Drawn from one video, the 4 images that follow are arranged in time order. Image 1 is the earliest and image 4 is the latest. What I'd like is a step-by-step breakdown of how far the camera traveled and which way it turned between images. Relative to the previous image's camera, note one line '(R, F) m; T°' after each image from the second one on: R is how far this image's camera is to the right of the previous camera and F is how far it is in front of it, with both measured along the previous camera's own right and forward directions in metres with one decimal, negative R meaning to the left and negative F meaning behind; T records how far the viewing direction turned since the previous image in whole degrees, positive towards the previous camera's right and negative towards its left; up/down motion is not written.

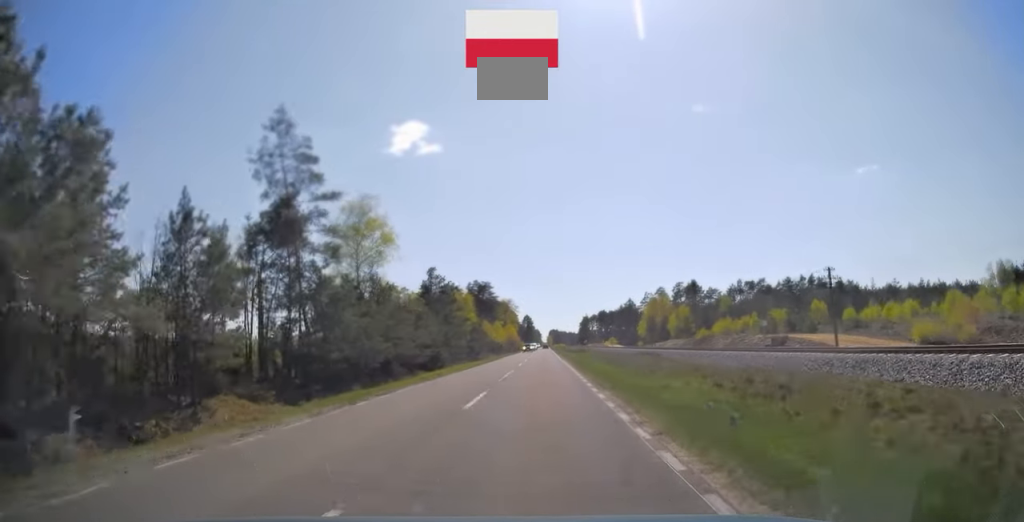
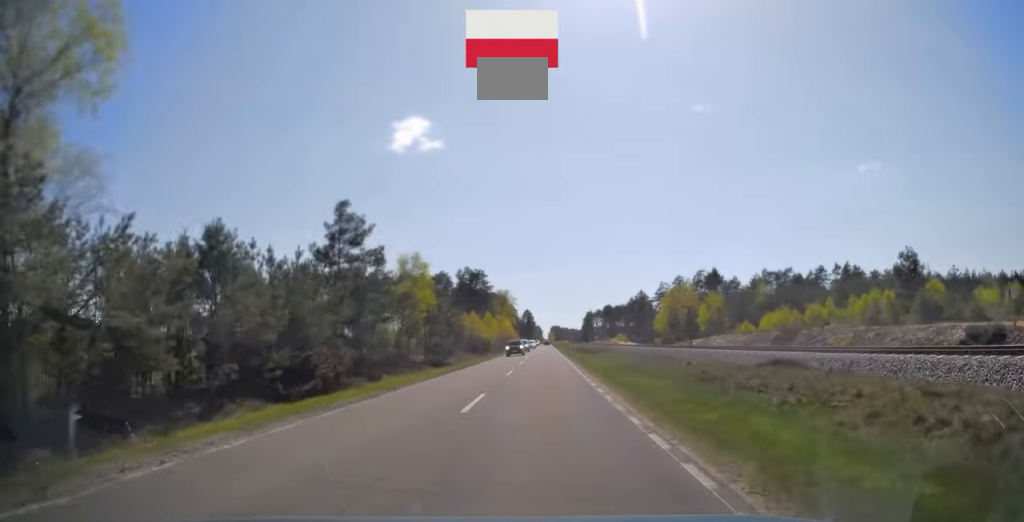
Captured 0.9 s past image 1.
(0.0, +25.0) m; 0°
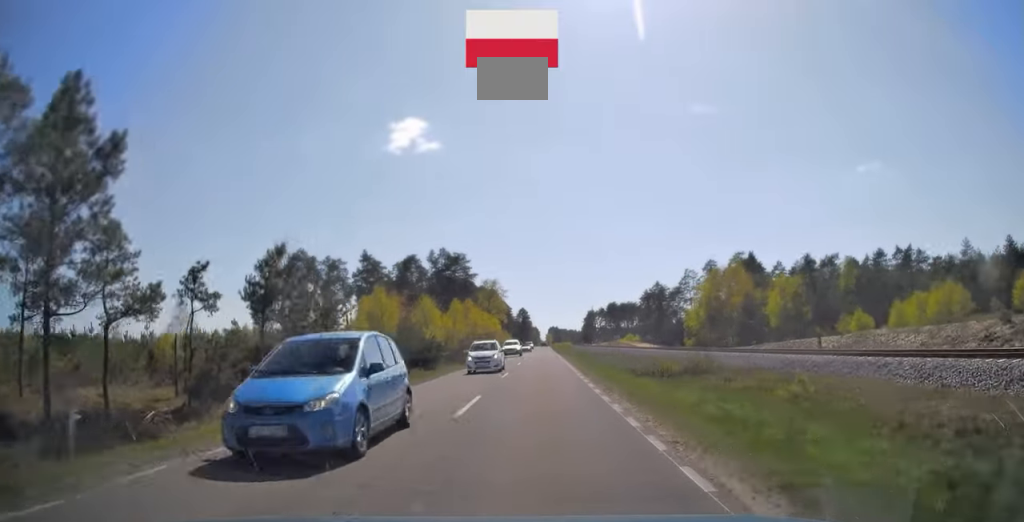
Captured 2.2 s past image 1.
(0.0, +36.3) m; 0°
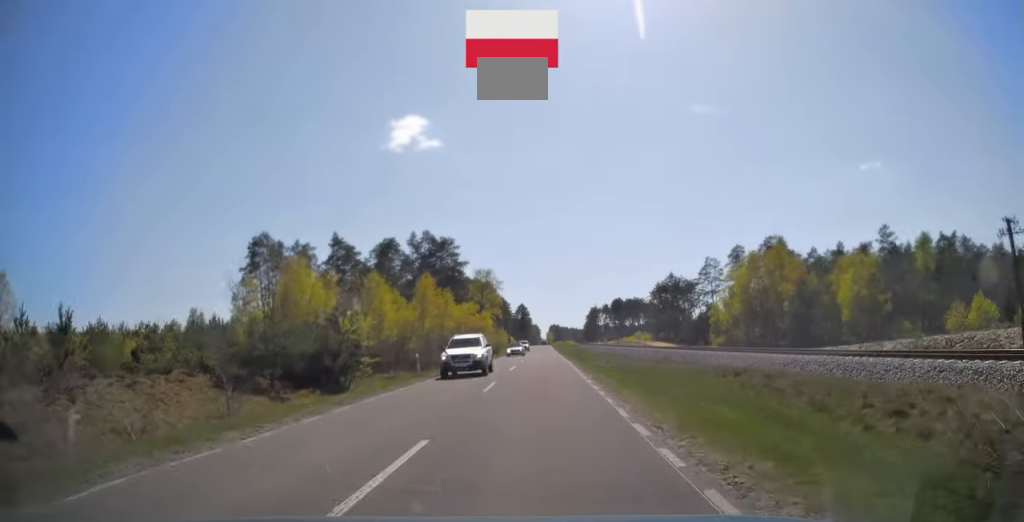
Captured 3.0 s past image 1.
(+0.1, +19.0) m; 0°
